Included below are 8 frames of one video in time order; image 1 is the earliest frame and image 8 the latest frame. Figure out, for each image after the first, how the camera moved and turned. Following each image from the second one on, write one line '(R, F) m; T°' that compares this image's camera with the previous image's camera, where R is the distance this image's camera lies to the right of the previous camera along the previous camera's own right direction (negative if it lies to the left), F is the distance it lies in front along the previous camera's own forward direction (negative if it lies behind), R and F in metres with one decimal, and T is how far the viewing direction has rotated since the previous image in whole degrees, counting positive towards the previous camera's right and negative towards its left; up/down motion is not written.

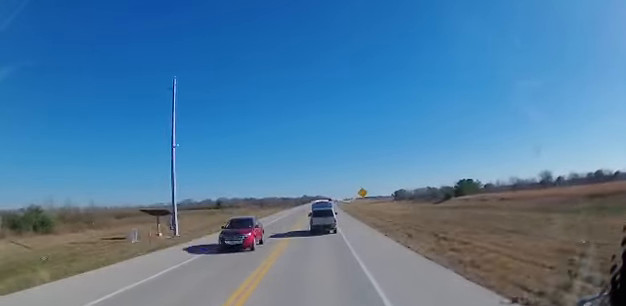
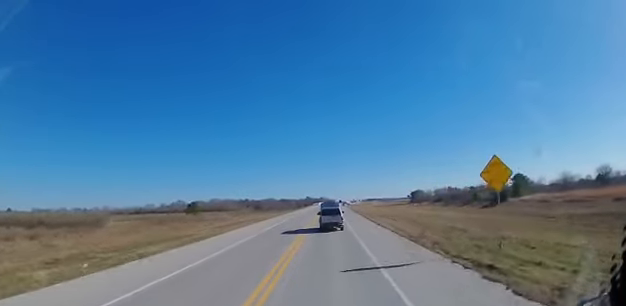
(-1.3, +45.0) m; -1°
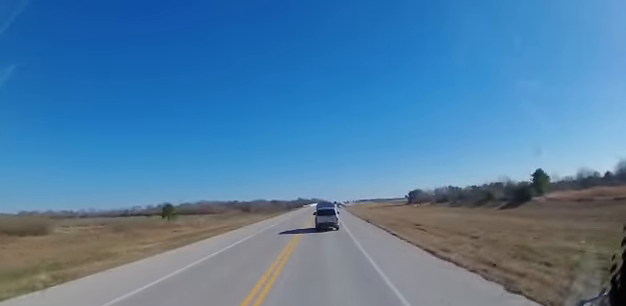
(0.0, +17.5) m; -1°
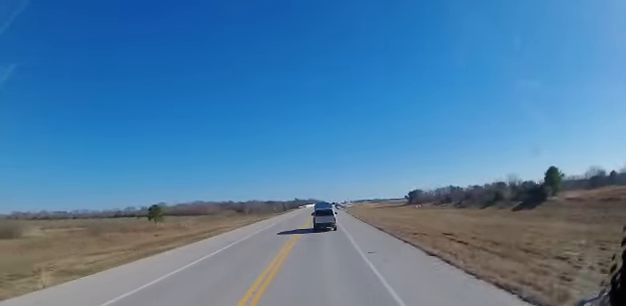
(-0.2, +8.6) m; +1°
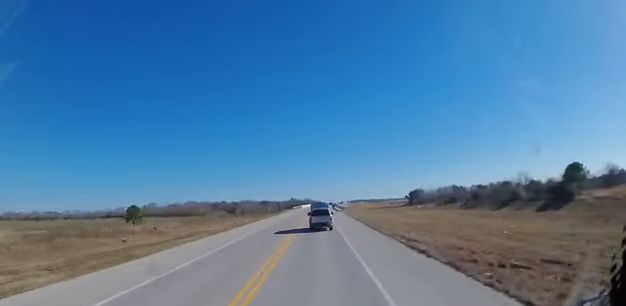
(0.0, +12.4) m; +1°
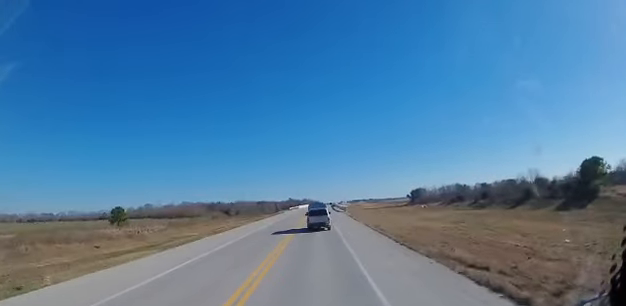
(+0.4, +8.3) m; +1°
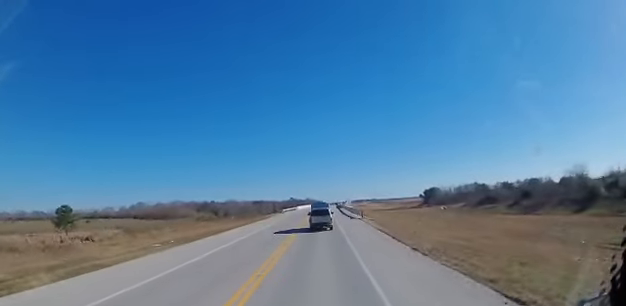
(+0.1, +25.3) m; 0°
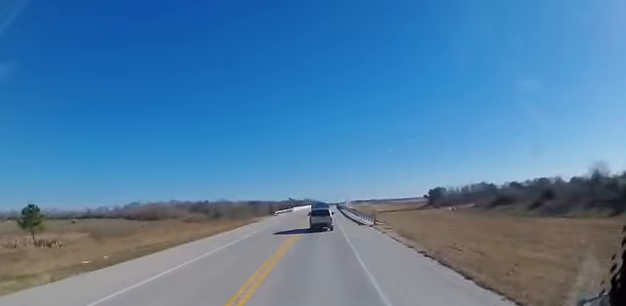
(0.0, +11.2) m; -1°
